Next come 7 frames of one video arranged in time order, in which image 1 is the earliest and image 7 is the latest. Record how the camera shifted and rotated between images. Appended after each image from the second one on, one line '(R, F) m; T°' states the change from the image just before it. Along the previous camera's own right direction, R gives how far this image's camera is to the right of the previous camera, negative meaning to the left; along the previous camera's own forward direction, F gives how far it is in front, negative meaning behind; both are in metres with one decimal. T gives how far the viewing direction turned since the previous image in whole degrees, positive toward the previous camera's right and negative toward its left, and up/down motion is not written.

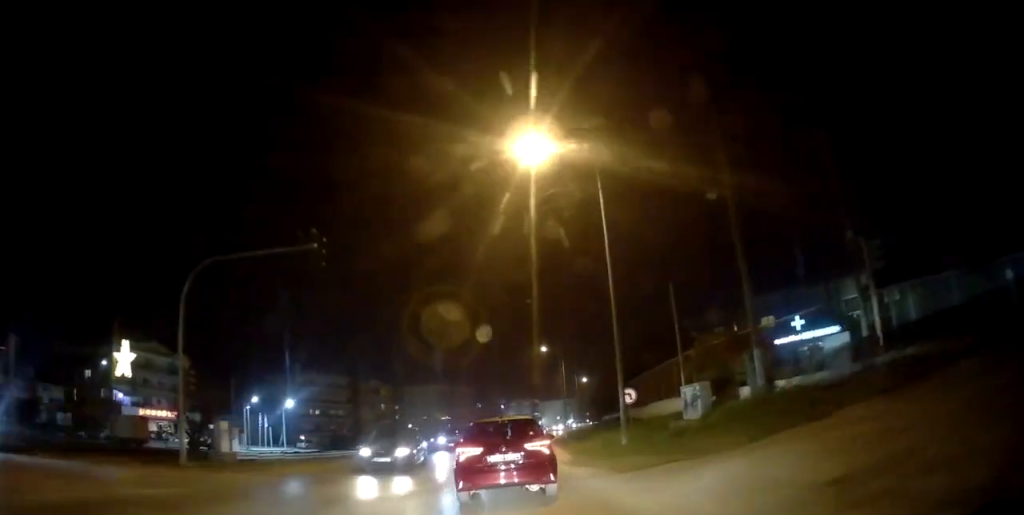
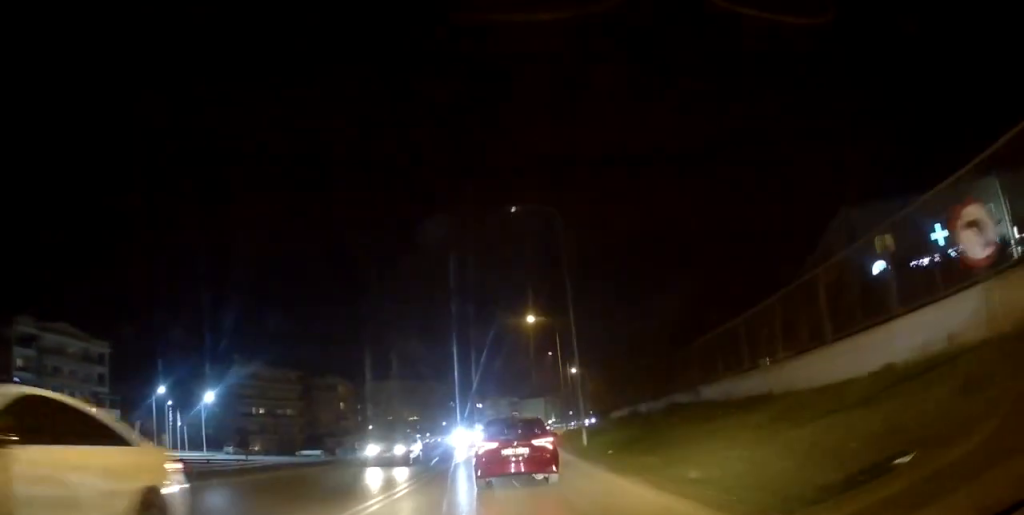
(+0.9, +19.8) m; +3°
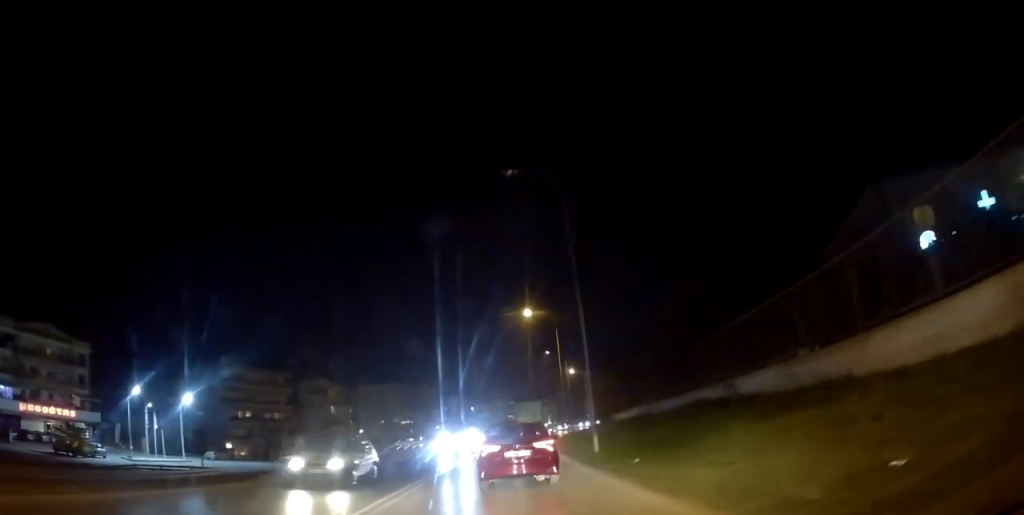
(0.0, +4.3) m; 0°
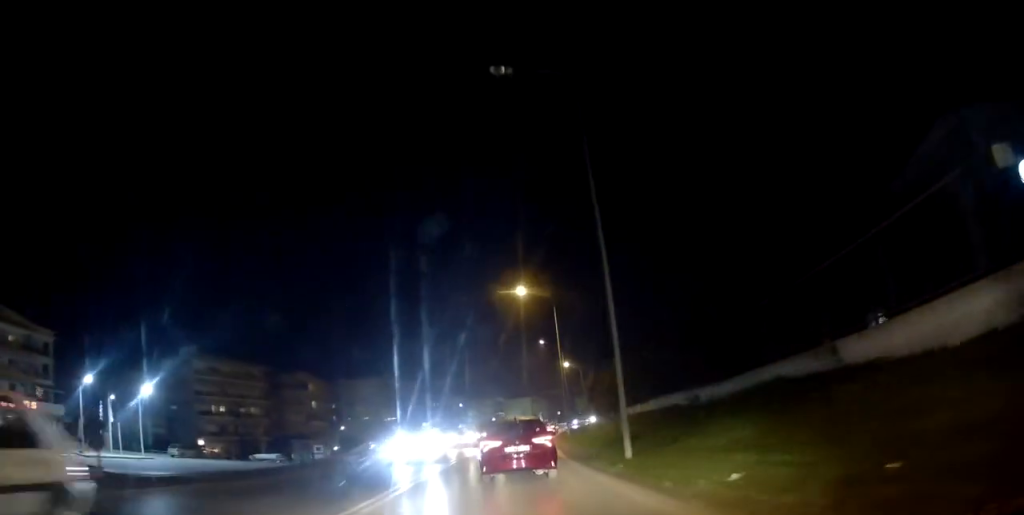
(-0.2, +7.3) m; +2°
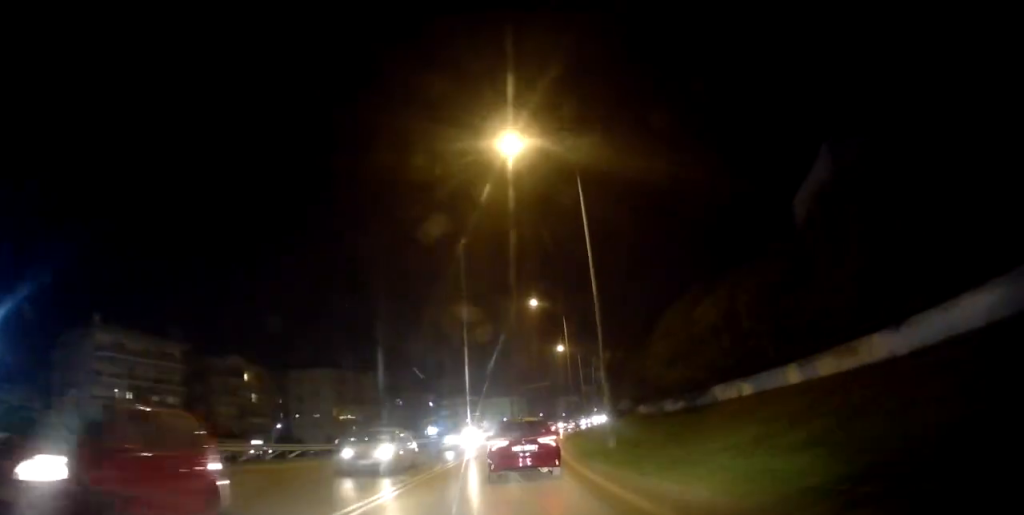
(+0.9, +22.6) m; +2°
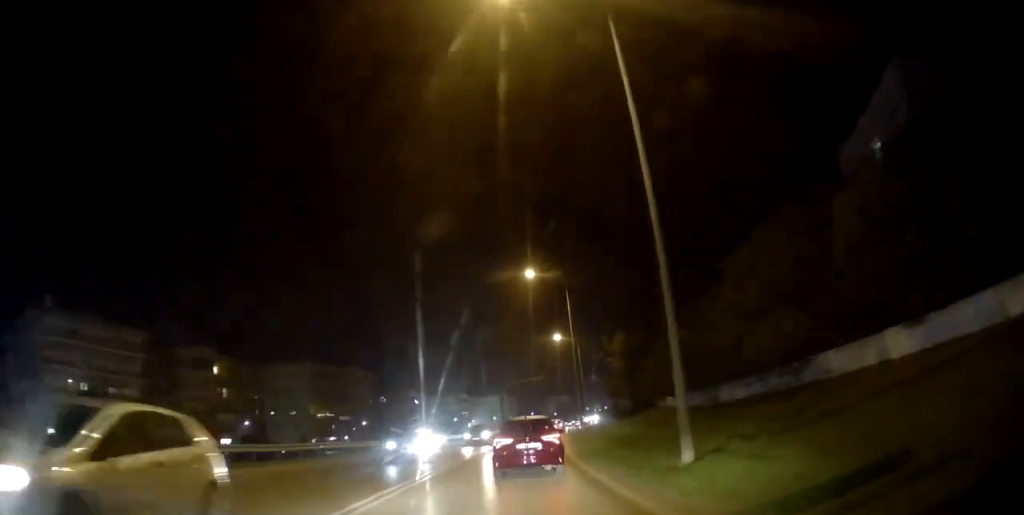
(-0.1, +8.3) m; 0°
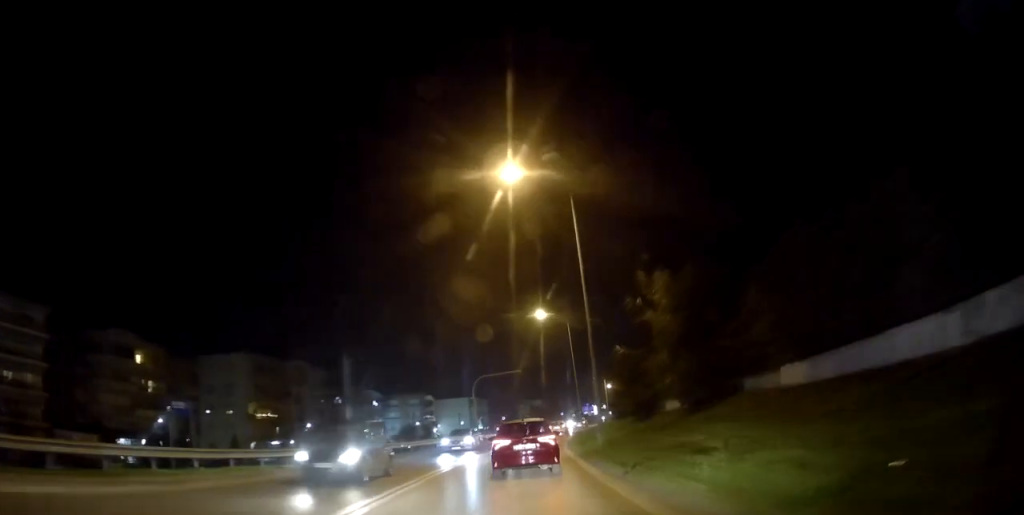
(+0.2, +15.5) m; +4°
